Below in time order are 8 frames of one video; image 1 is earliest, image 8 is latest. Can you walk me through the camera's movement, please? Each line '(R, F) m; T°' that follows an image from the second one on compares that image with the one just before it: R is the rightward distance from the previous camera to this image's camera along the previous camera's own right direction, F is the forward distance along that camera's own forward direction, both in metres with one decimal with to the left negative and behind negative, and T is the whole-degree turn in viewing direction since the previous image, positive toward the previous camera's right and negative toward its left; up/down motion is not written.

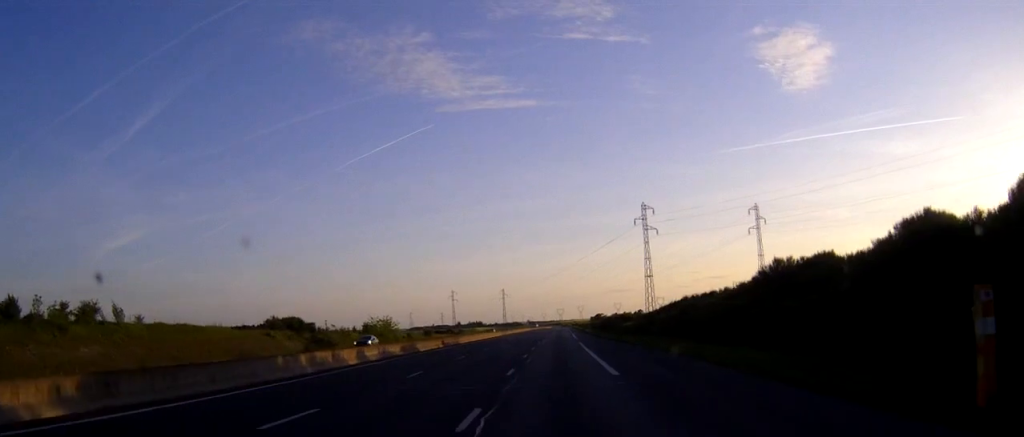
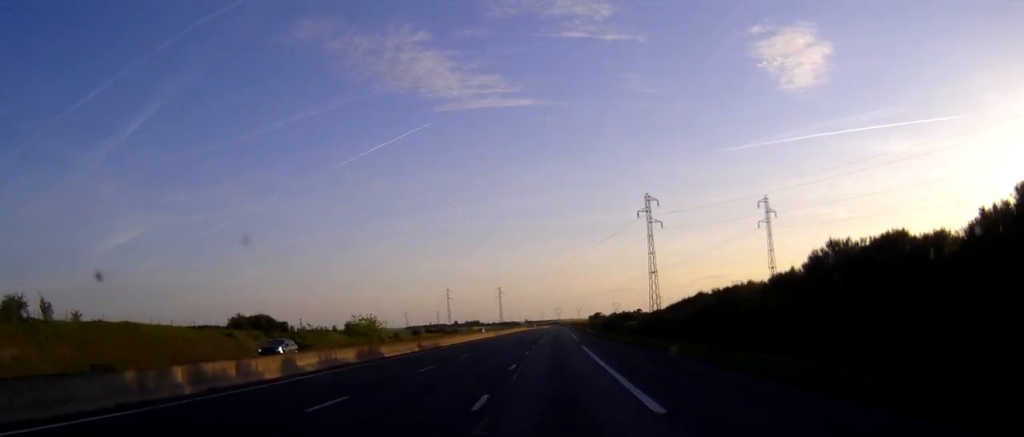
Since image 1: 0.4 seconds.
(0.0, +10.5) m; 0°
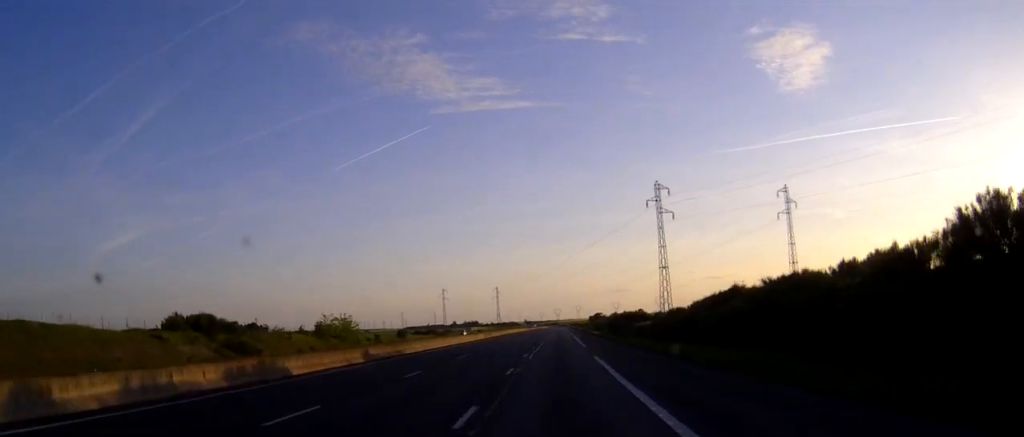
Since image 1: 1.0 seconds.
(0.0, +15.7) m; 0°
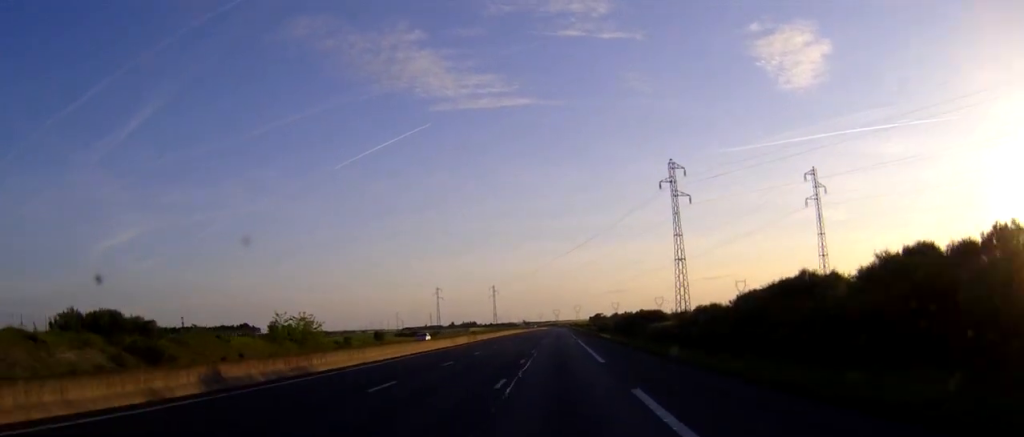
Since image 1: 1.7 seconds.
(0.0, +18.3) m; 0°
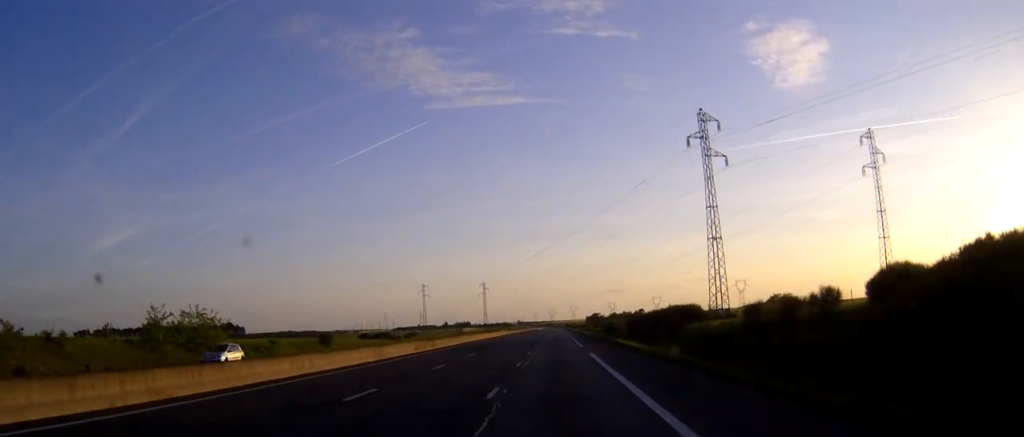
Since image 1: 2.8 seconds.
(+0.1, +28.8) m; 0°
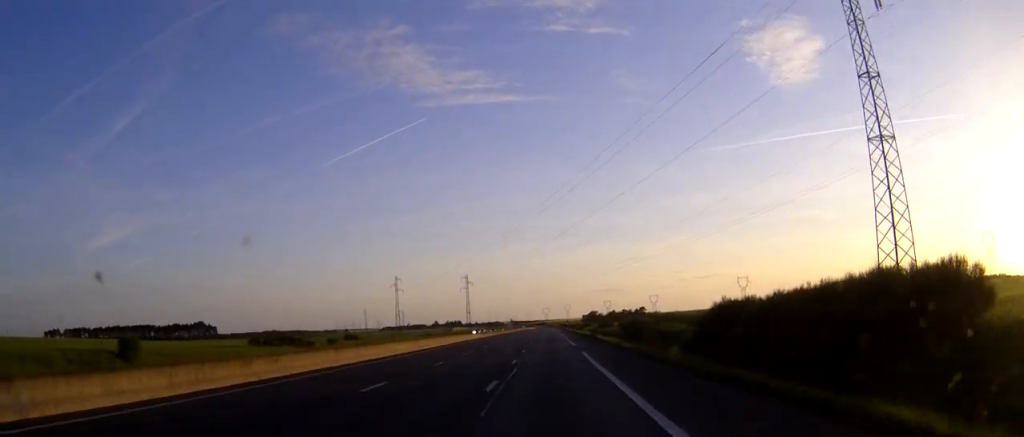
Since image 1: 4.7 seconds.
(+0.2, +49.9) m; 0°
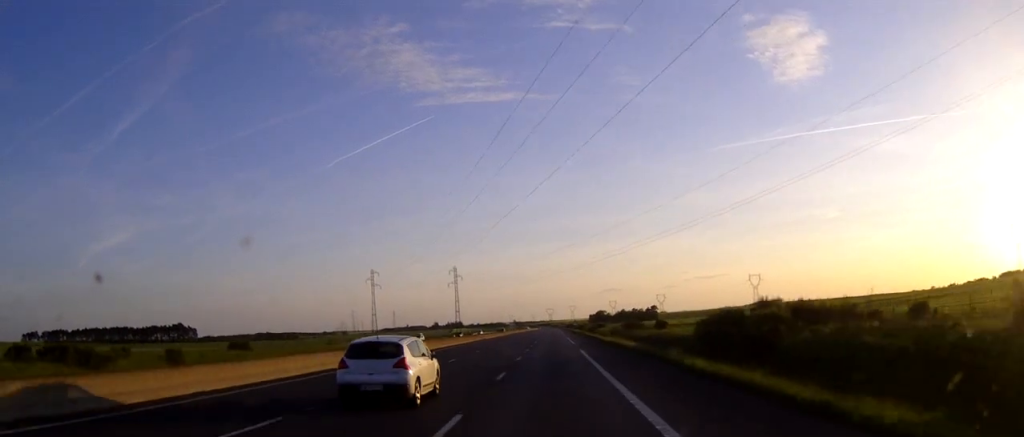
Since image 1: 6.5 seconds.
(0.0, +48.1) m; 0°
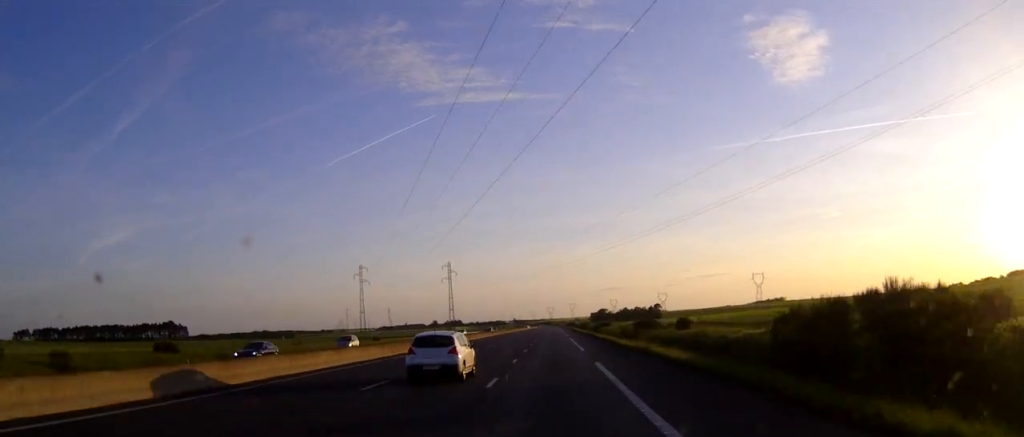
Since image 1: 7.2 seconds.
(0.0, +16.7) m; 0°
